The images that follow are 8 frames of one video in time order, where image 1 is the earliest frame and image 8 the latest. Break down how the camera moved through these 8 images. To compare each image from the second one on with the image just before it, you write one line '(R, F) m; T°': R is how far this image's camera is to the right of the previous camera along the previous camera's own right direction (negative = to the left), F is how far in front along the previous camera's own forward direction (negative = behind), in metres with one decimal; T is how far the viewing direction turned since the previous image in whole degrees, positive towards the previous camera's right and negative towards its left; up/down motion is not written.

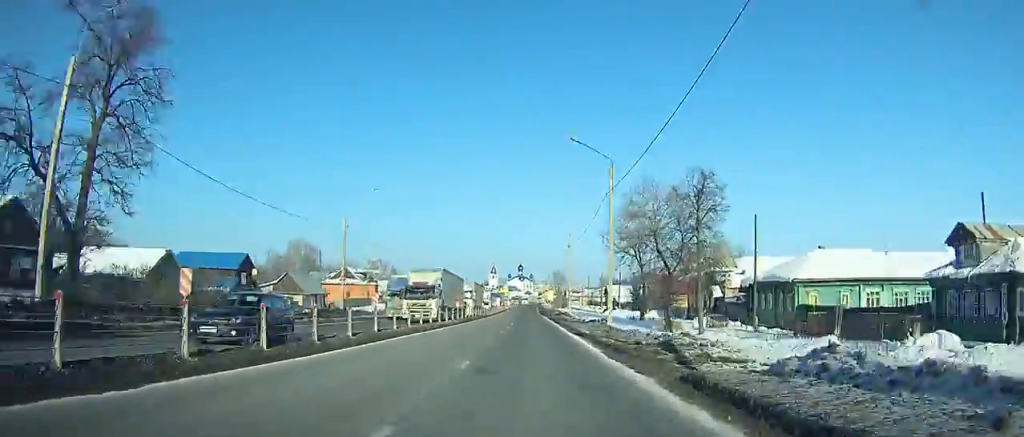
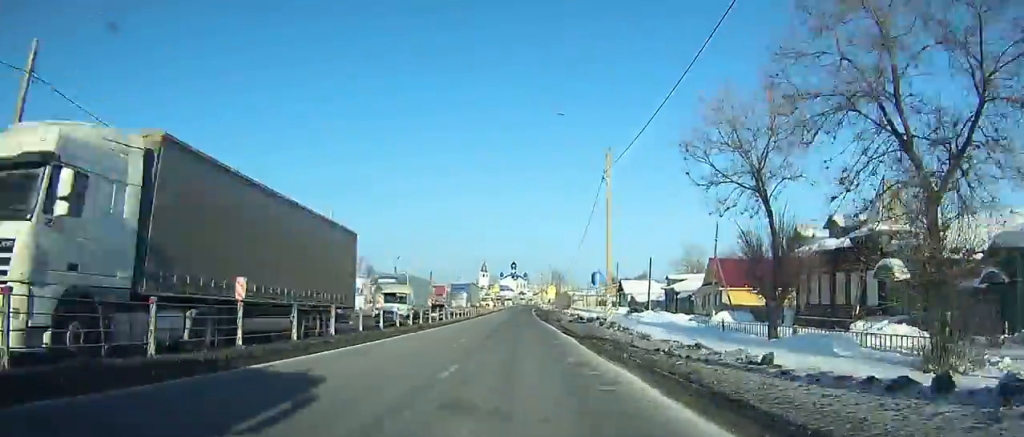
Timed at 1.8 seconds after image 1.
(-0.1, +33.1) m; 0°
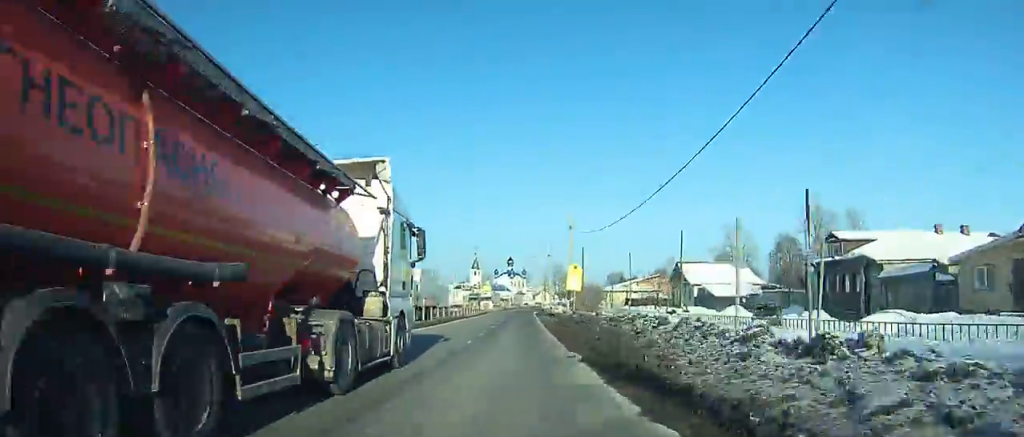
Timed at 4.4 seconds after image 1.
(0.0, +47.3) m; 0°
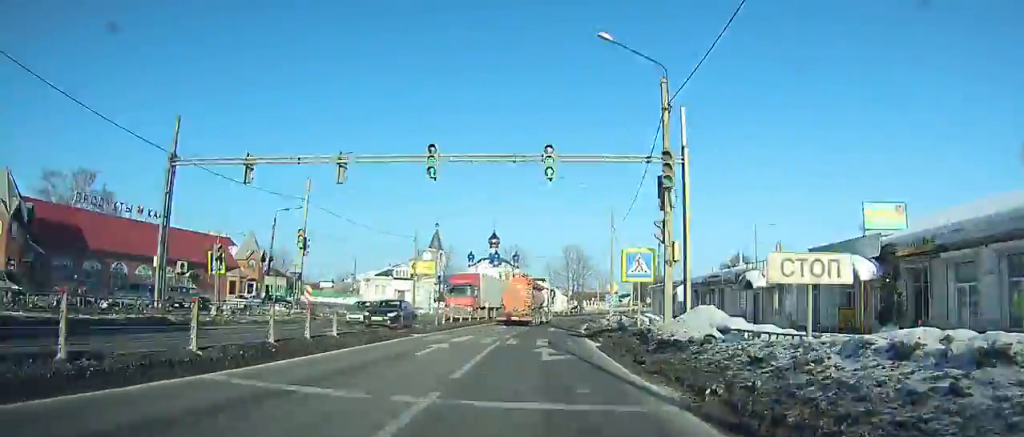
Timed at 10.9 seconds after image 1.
(+0.9, +115.7) m; +5°
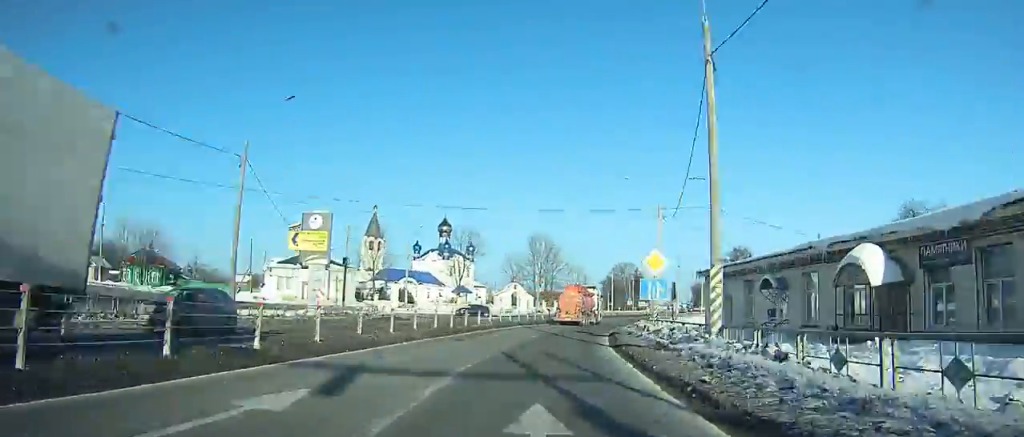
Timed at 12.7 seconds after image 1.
(+1.5, +31.1) m; +6°
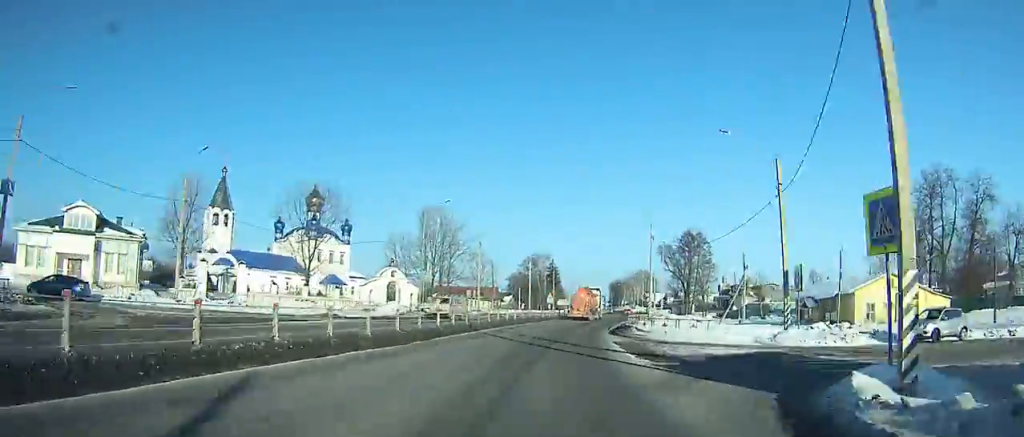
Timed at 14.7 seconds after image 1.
(+0.9, +34.3) m; +7°
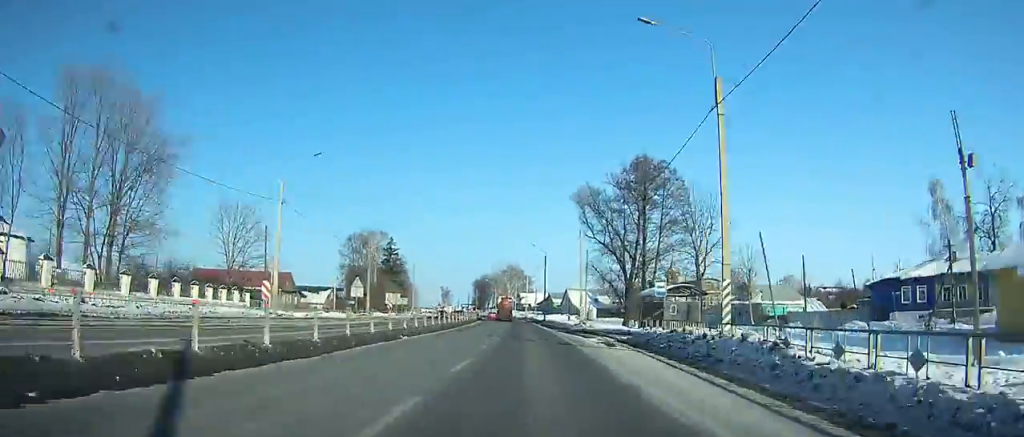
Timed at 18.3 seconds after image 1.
(+7.3, +60.7) m; +8°
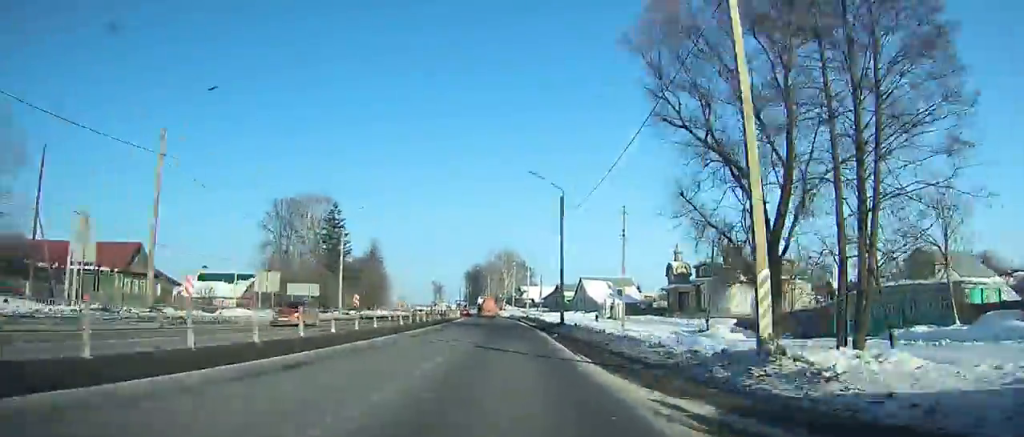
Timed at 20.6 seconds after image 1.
(+1.2, +38.8) m; 0°
